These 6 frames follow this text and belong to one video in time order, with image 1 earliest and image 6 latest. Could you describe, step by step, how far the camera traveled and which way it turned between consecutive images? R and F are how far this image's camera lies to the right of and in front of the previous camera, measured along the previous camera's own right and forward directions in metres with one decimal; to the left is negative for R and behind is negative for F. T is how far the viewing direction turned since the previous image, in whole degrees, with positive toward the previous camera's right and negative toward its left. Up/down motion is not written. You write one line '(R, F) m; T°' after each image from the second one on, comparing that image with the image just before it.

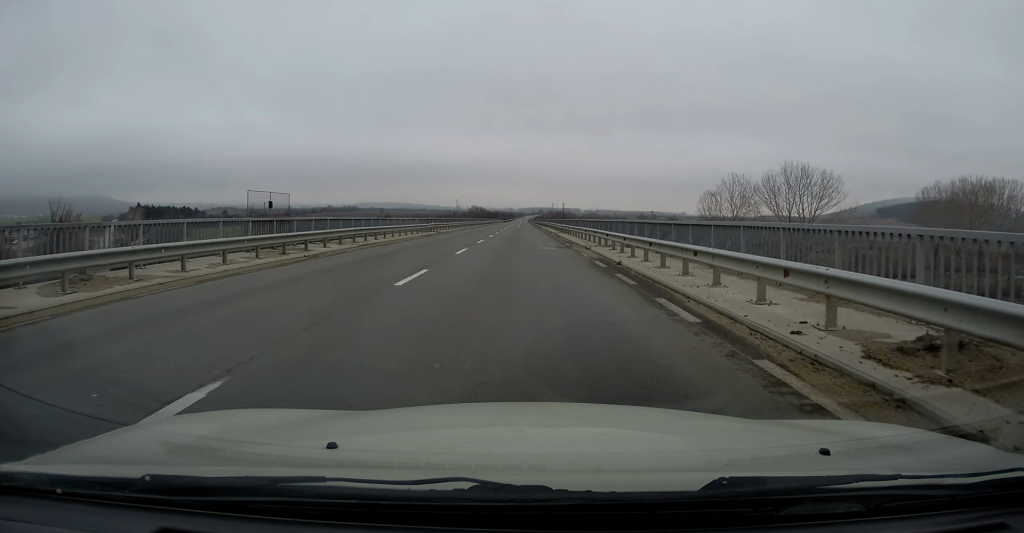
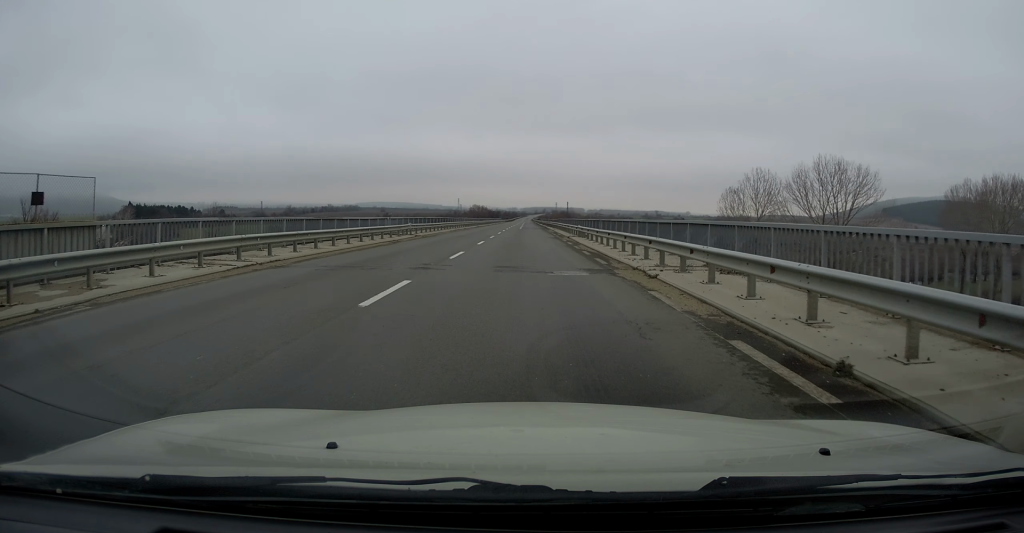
(0.0, +11.4) m; 0°
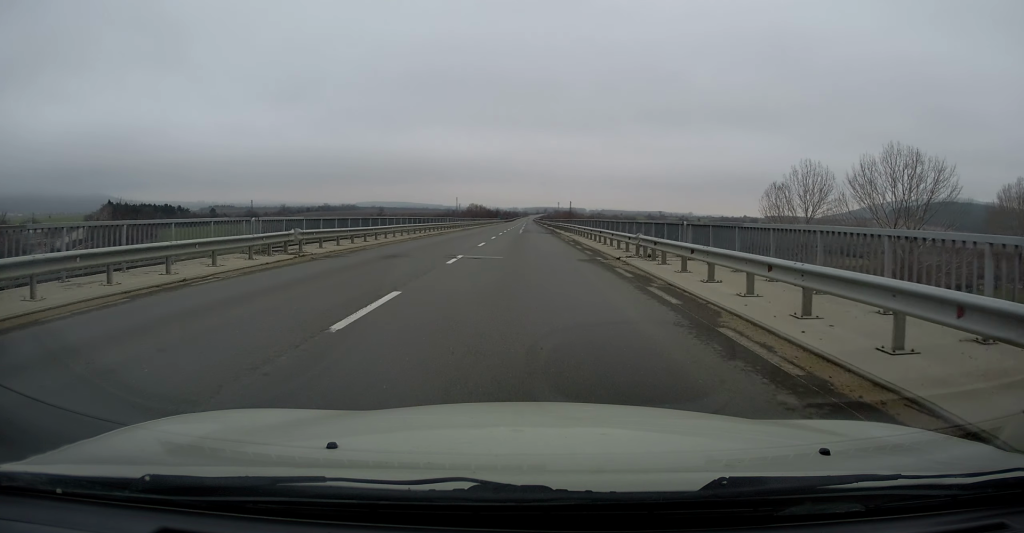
(0.0, +19.6) m; 0°
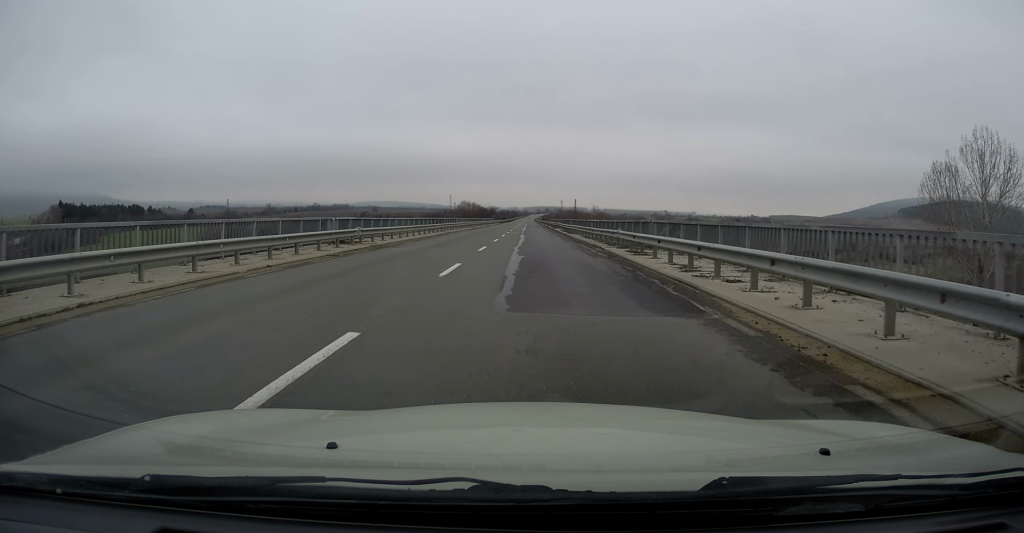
(0.0, +38.8) m; 0°
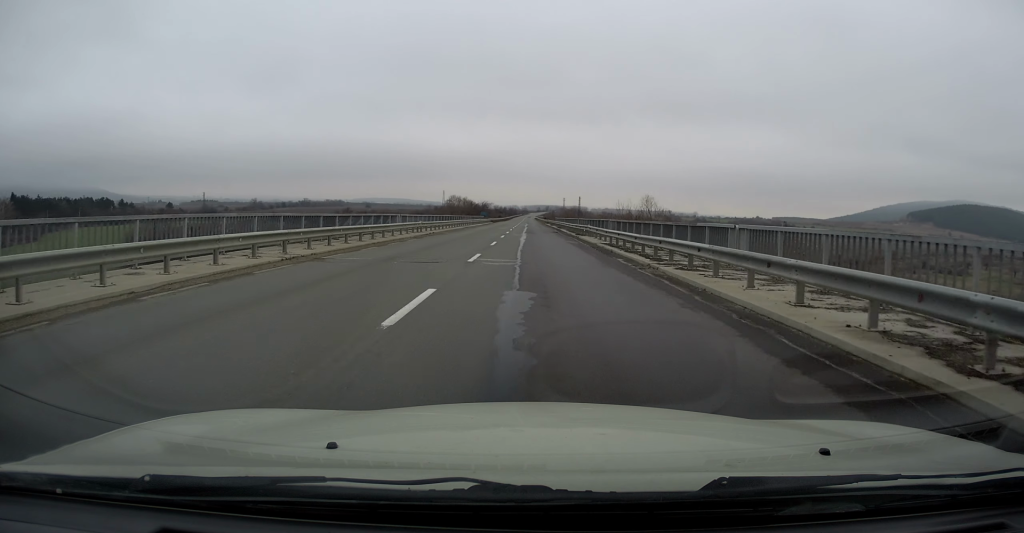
(0.0, +32.2) m; 0°
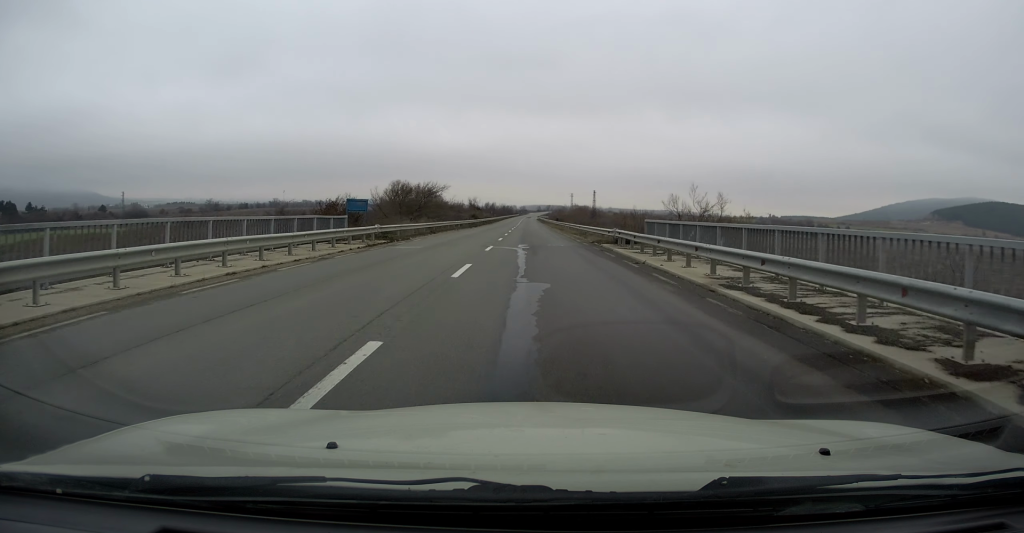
(-0.1, +81.1) m; 0°
